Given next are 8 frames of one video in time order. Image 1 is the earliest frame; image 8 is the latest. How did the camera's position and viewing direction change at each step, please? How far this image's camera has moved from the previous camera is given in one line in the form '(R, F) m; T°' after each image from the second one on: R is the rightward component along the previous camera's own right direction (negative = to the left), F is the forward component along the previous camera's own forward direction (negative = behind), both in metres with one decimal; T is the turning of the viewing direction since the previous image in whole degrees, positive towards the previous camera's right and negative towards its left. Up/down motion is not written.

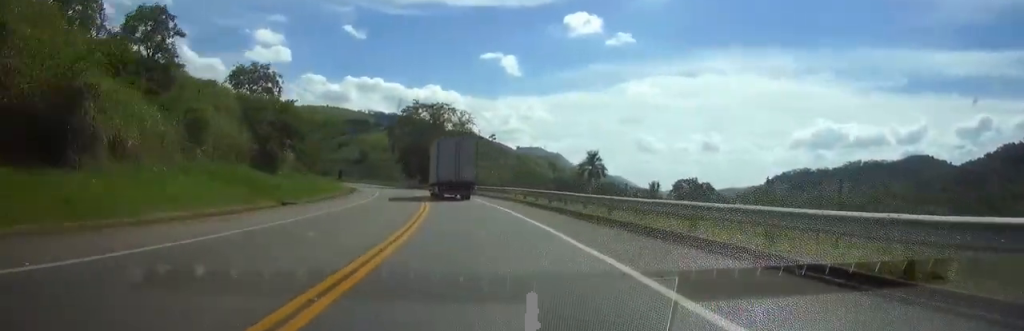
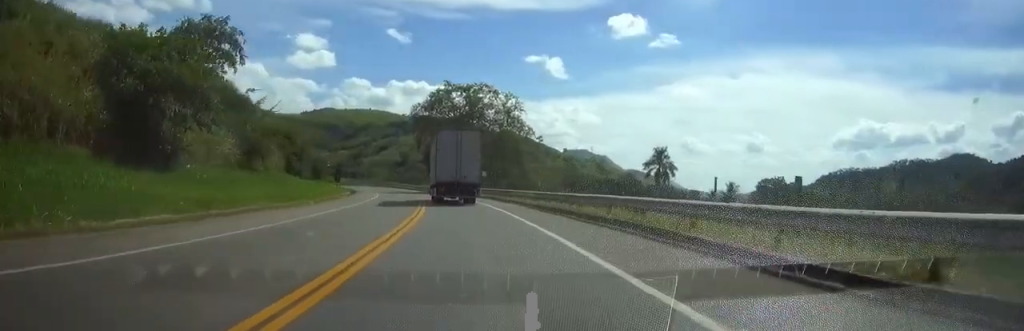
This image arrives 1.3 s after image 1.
(0.0, +28.3) m; -3°
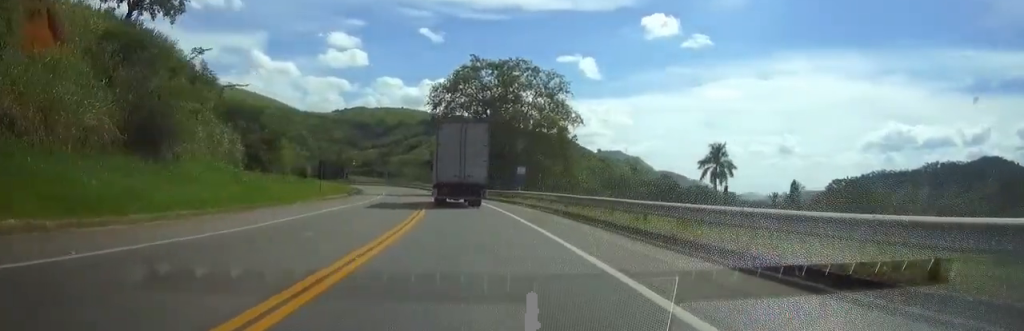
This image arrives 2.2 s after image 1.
(-0.8, +19.6) m; -4°
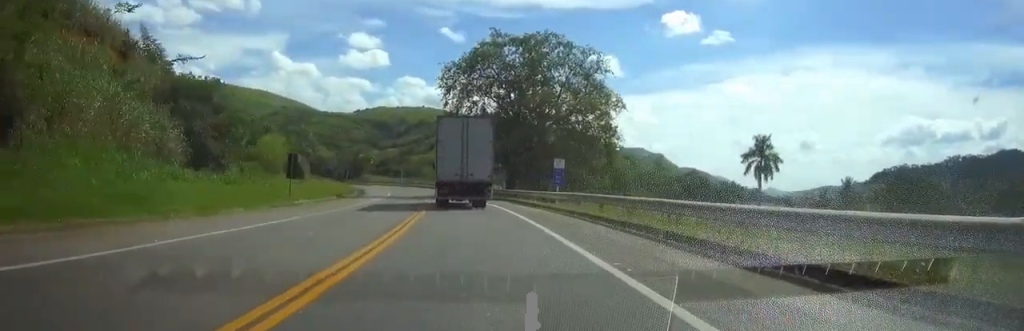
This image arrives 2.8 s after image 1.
(-0.6, +13.6) m; -3°
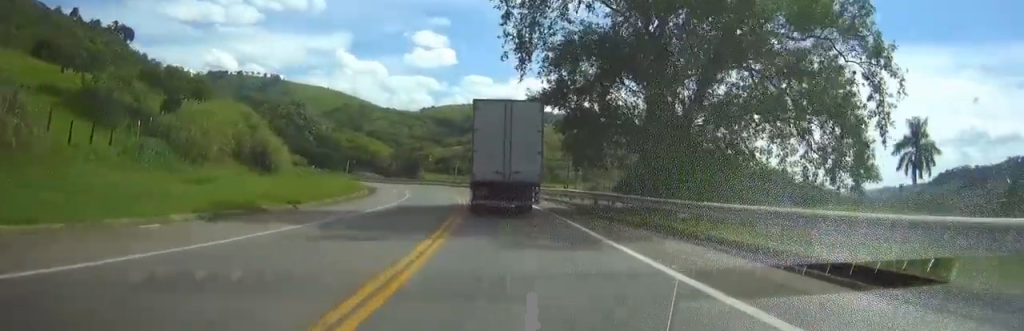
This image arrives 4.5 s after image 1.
(-1.2, +35.2) m; -8°
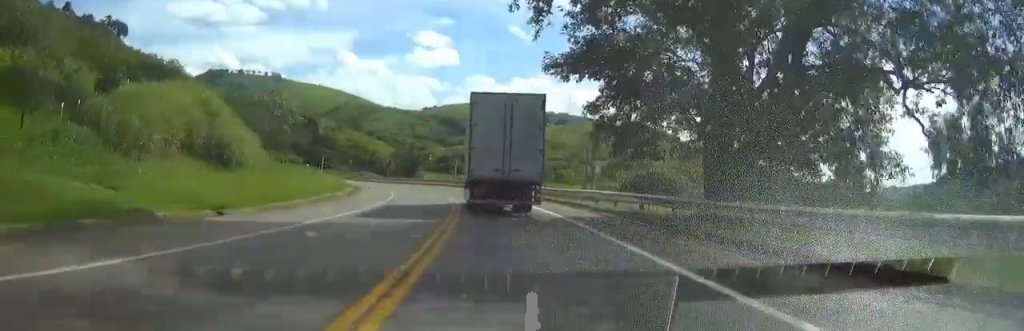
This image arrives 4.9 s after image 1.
(-0.3, +9.0) m; -3°
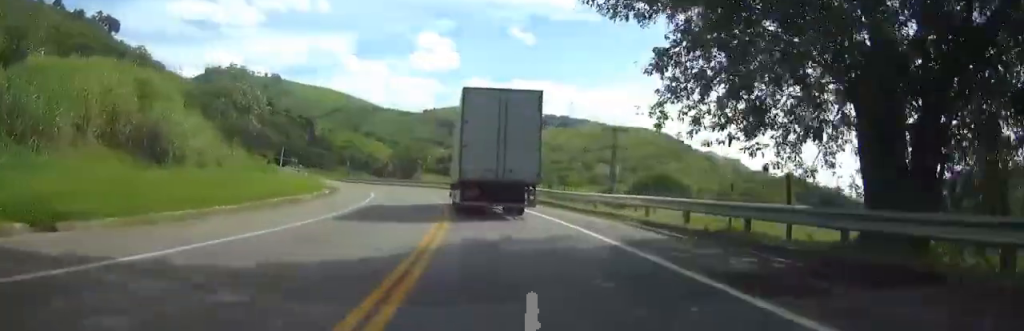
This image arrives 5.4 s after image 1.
(-0.7, +9.7) m; -2°
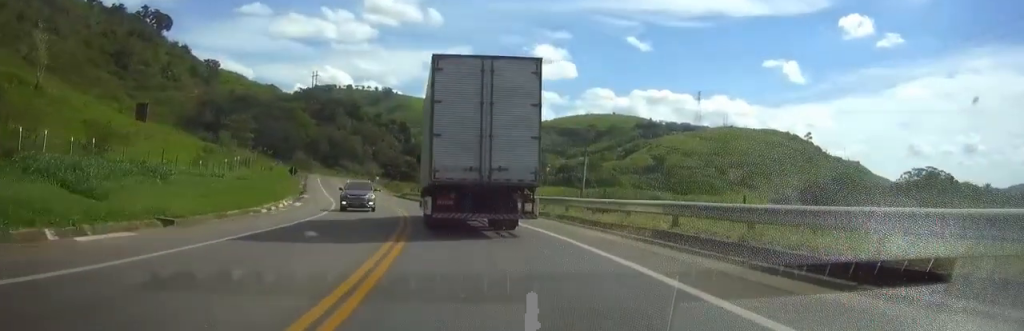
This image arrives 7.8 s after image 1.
(-1.3, +48.1) m; -2°
